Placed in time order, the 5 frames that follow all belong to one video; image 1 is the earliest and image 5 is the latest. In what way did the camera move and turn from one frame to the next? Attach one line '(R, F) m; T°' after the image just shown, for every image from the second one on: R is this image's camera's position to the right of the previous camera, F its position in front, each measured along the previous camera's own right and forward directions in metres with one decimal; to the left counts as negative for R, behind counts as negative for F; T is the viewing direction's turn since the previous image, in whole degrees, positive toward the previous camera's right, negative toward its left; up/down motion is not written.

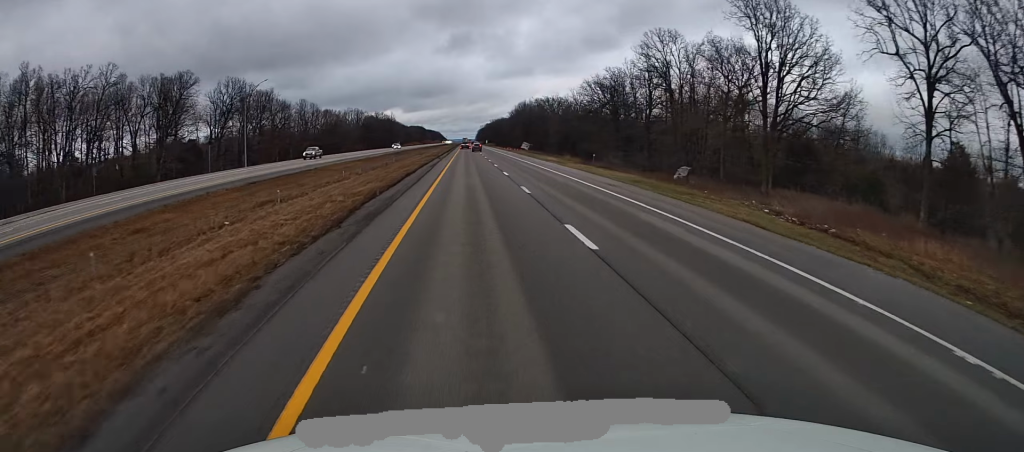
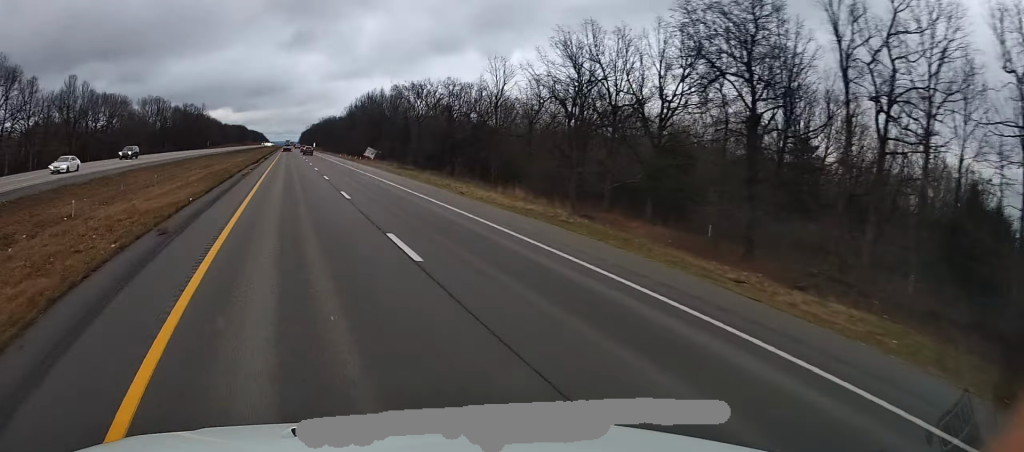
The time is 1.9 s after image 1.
(+0.1, +61.1) m; 0°
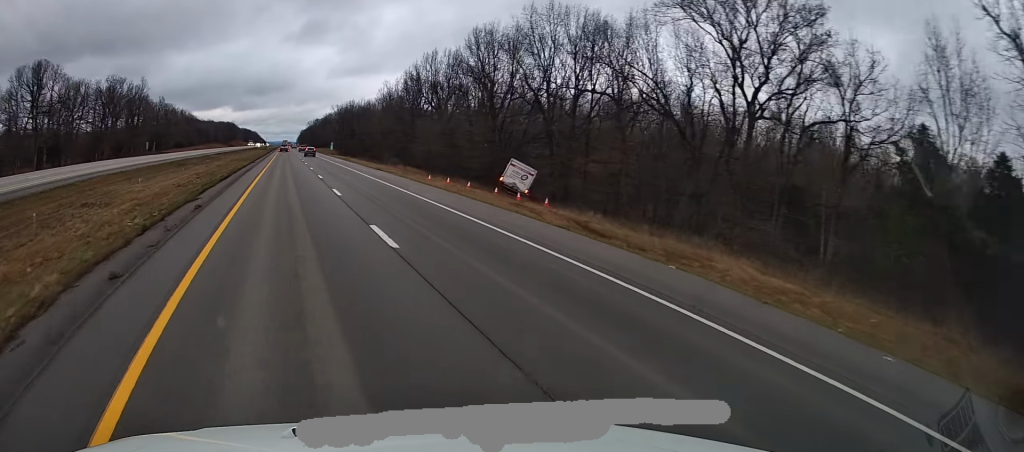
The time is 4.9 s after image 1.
(+0.1, +95.0) m; 0°
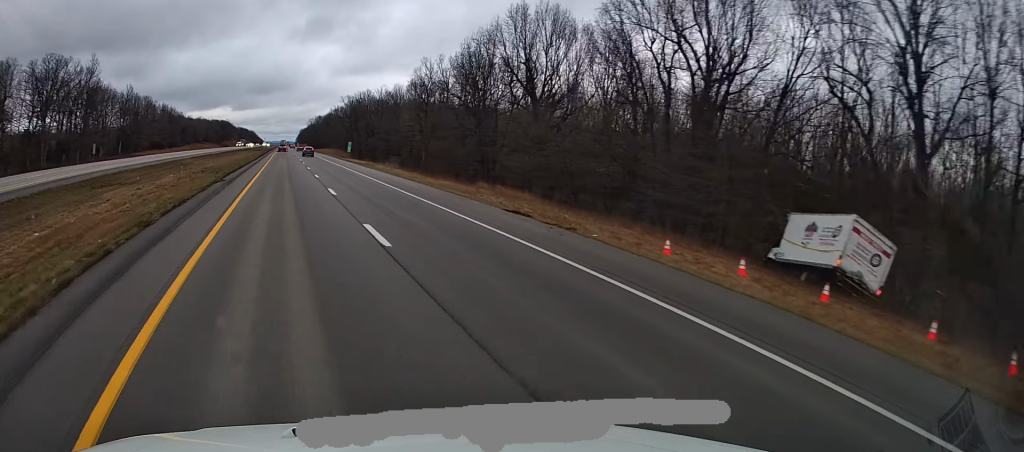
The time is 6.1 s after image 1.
(0.0, +36.3) m; -1°
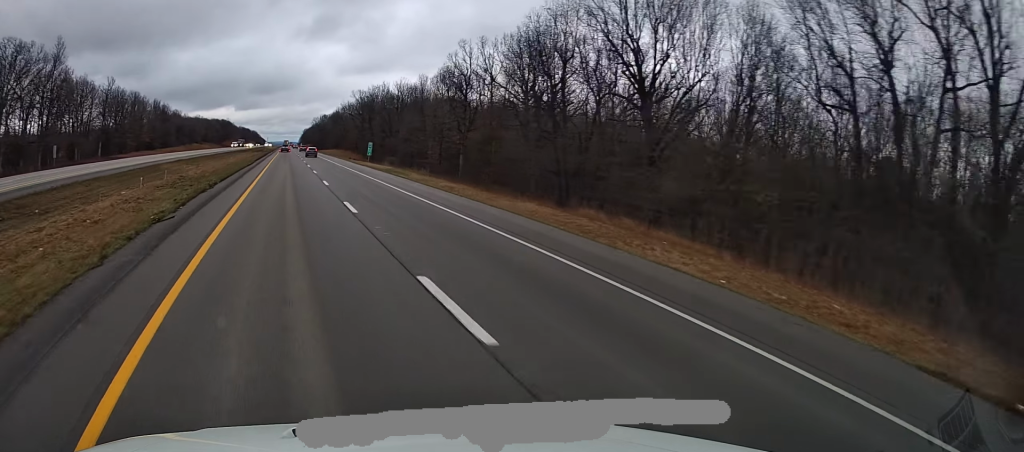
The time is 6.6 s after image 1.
(-0.2, +18.2) m; 0°
